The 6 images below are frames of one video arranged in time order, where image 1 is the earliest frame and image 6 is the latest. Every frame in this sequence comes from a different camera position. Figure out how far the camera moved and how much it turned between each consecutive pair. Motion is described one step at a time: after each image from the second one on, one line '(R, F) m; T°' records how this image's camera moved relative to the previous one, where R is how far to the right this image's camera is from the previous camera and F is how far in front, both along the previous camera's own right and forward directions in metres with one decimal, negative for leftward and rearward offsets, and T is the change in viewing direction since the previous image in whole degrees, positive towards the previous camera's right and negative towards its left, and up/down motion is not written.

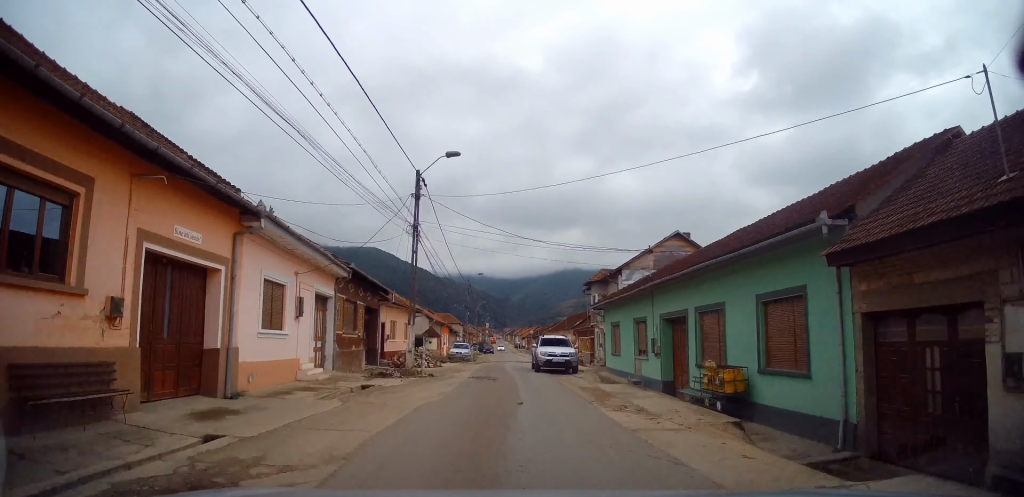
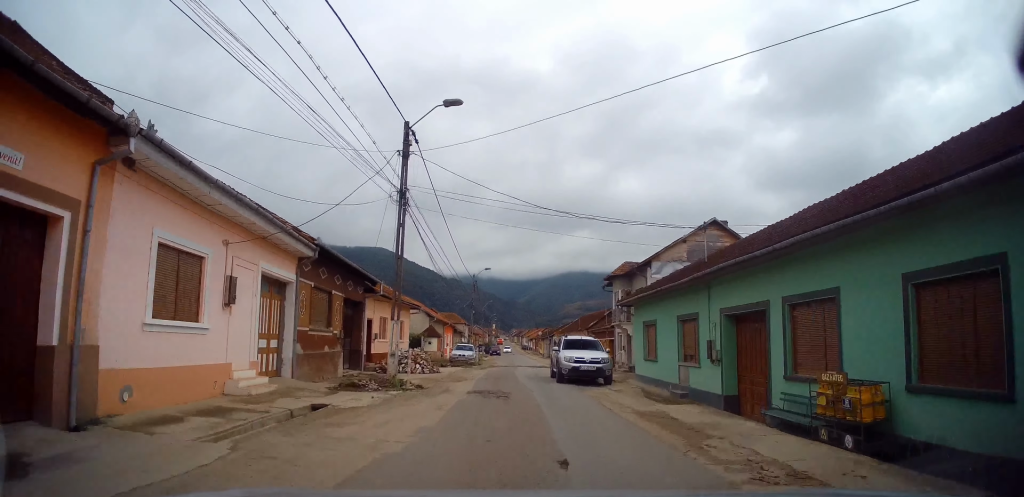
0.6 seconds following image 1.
(-0.2, +5.1) m; -1°
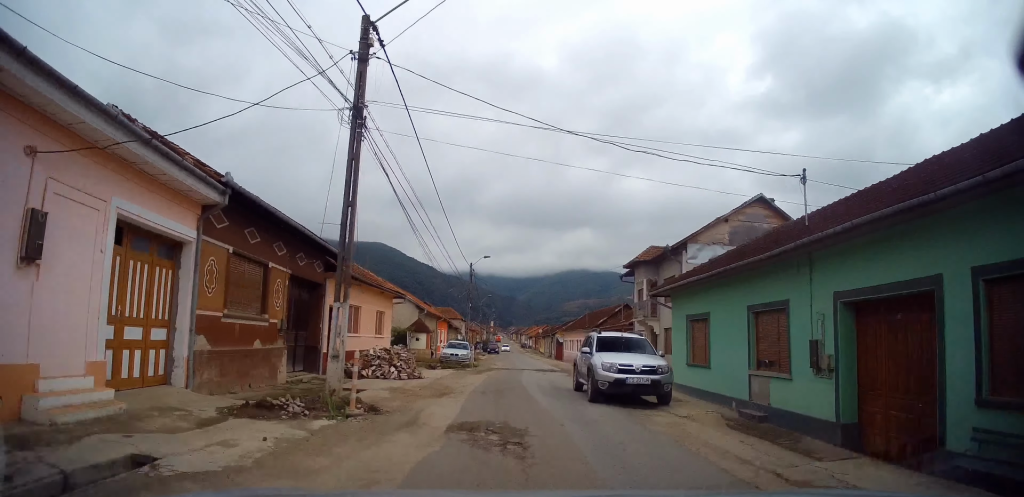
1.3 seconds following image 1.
(+0.1, +5.8) m; +1°
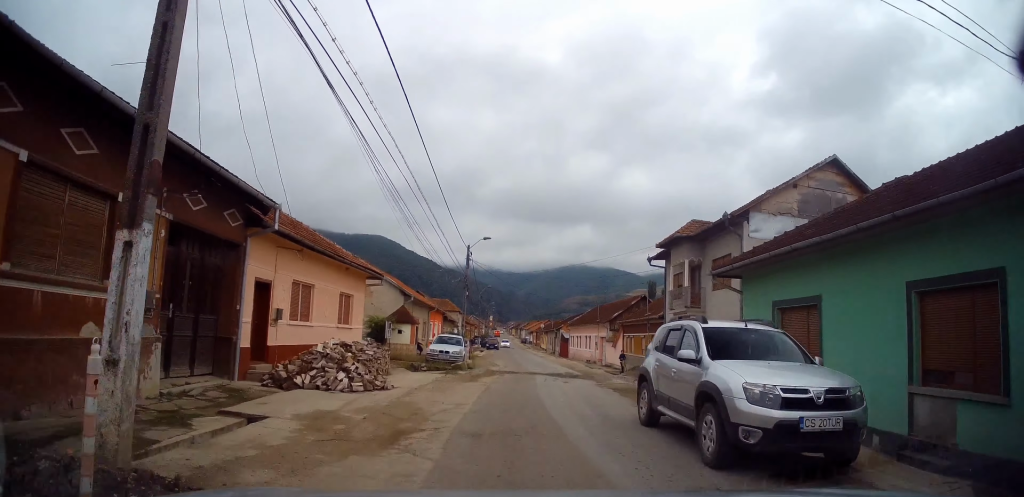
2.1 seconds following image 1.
(0.0, +6.2) m; 0°
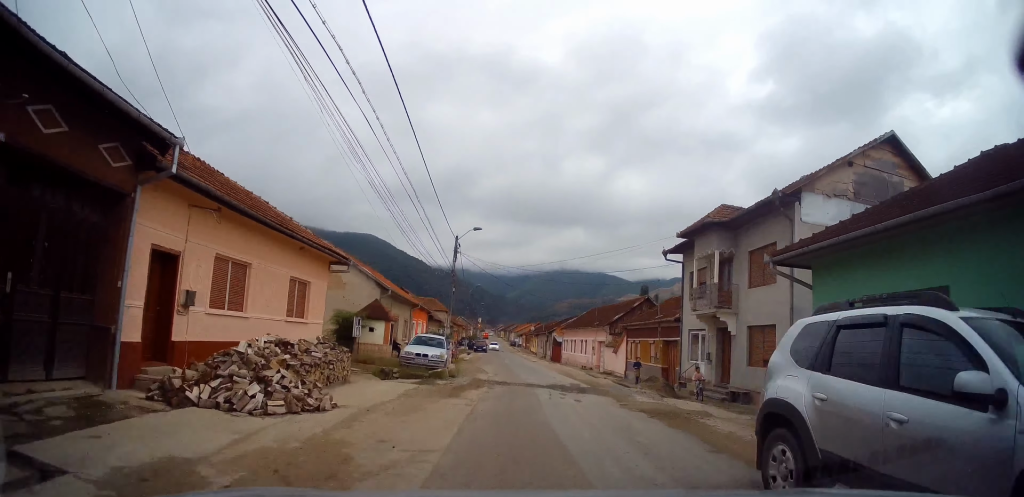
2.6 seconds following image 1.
(0.0, +3.9) m; 0°
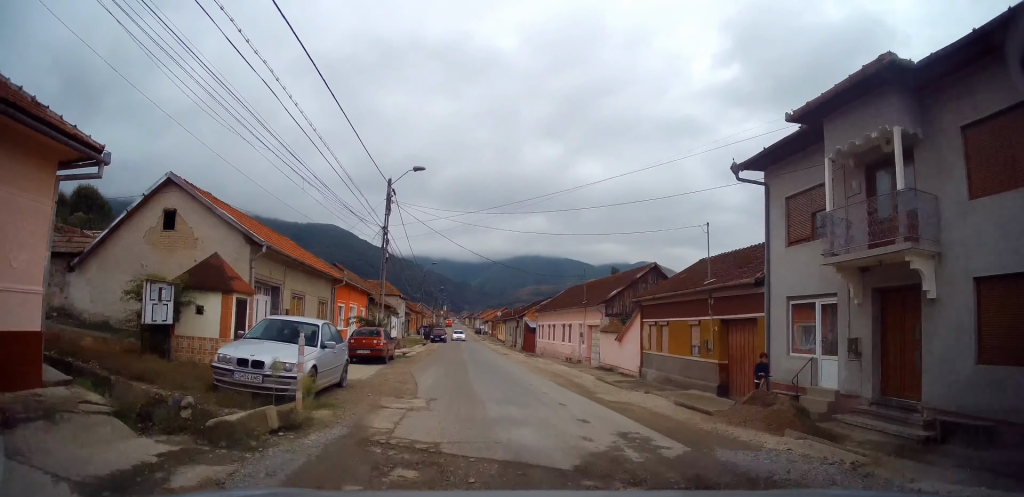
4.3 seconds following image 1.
(+0.4, +11.2) m; +2°
